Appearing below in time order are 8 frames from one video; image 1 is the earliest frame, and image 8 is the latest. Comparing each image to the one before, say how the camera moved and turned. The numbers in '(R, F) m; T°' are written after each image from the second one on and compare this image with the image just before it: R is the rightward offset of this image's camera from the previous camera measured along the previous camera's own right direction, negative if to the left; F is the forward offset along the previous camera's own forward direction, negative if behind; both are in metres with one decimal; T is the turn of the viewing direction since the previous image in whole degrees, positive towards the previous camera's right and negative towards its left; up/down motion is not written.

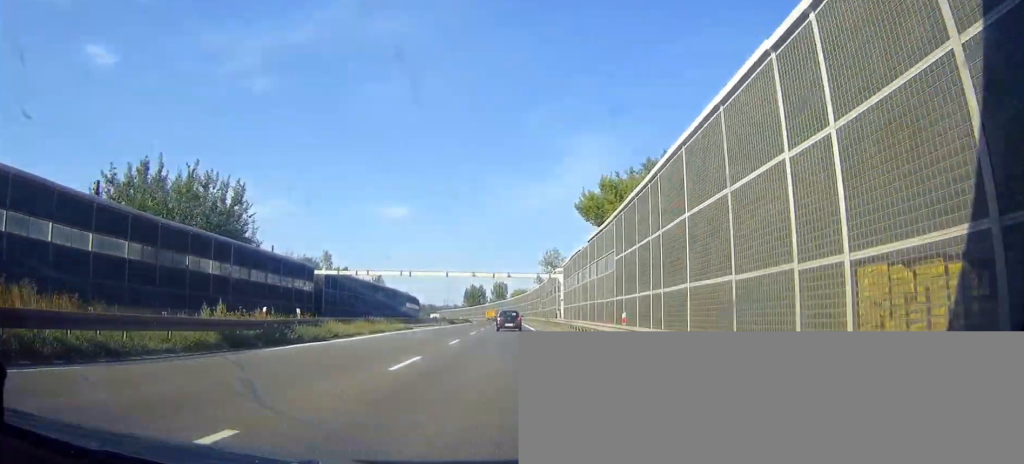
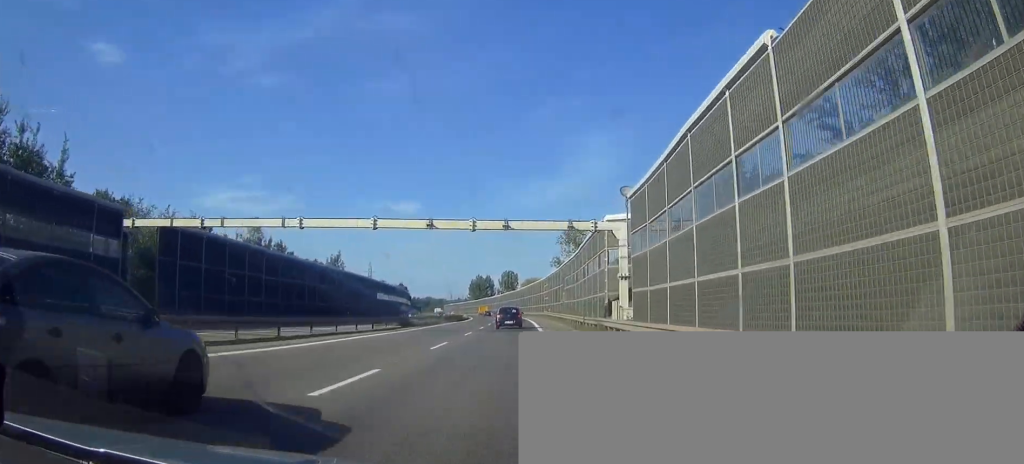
(-0.2, +40.8) m; 0°
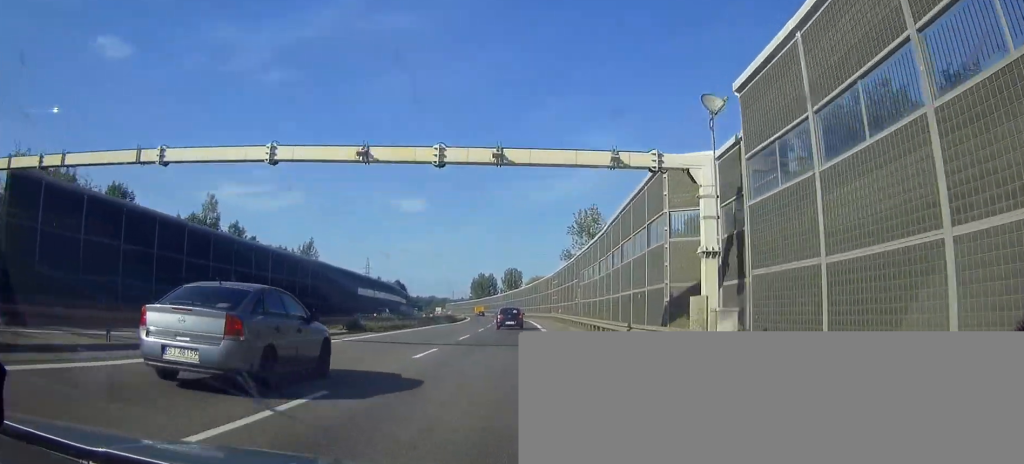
(0.0, +15.9) m; 0°
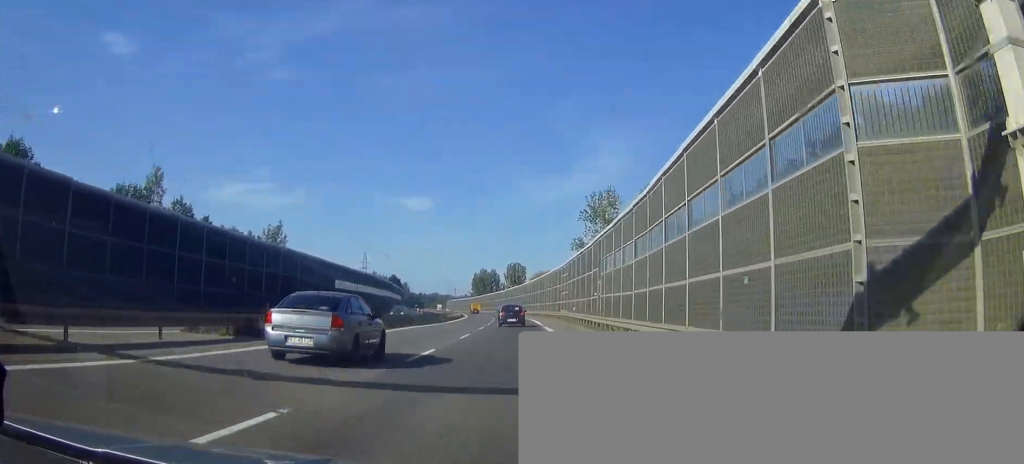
(0.0, +14.1) m; 0°
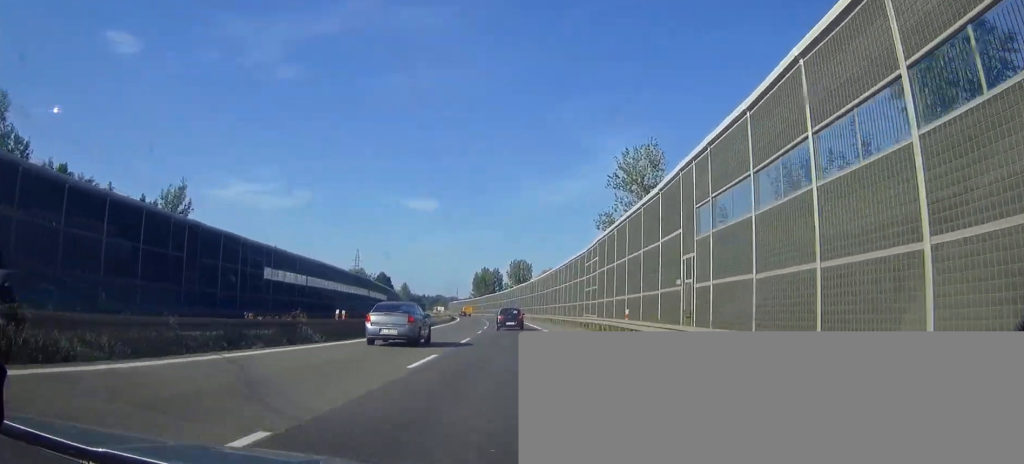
(-0.3, +25.5) m; -1°
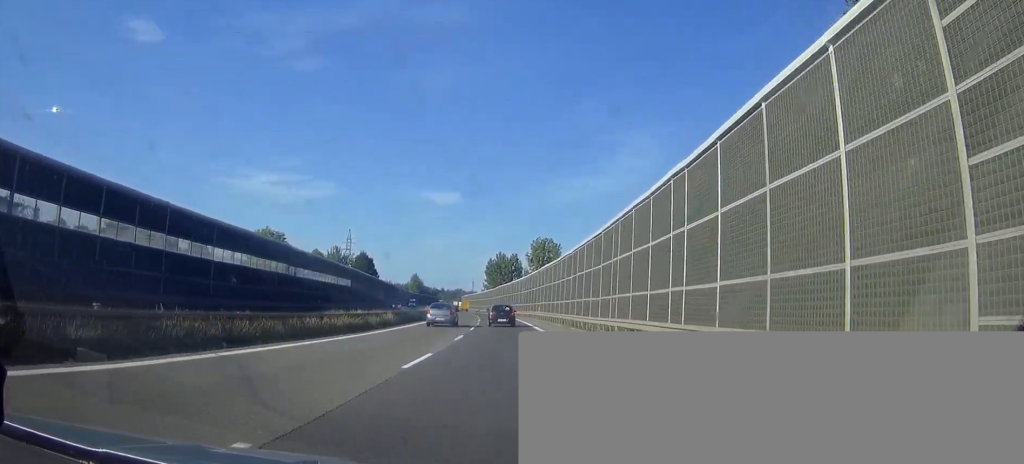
(-0.5, +49.3) m; -2°
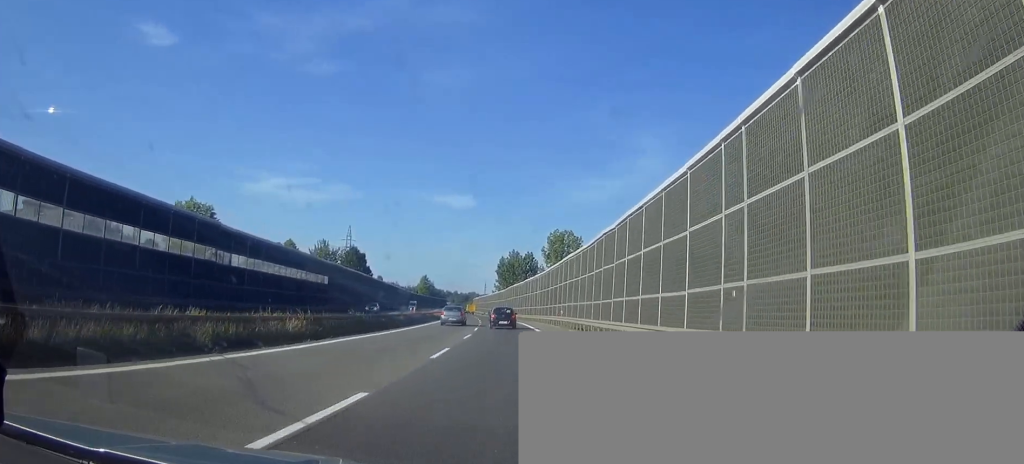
(-0.4, +20.3) m; -1°
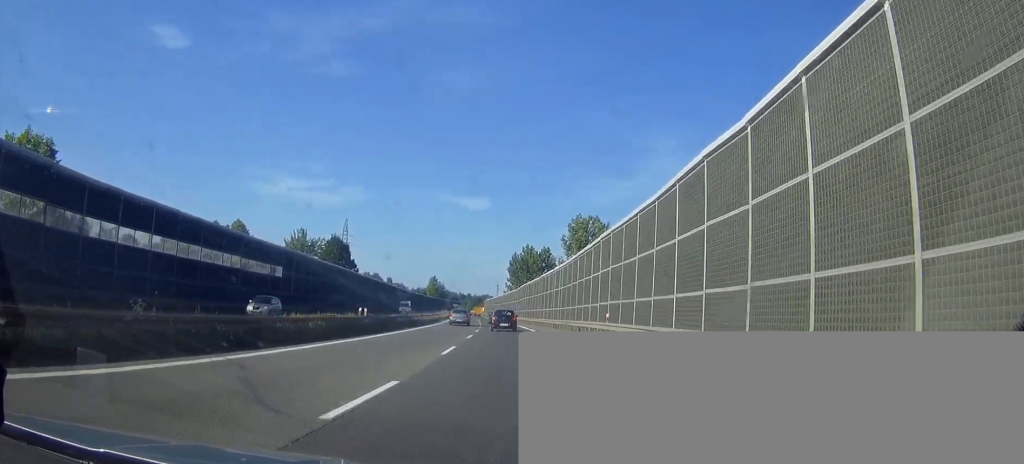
(-0.2, +23.1) m; 0°
